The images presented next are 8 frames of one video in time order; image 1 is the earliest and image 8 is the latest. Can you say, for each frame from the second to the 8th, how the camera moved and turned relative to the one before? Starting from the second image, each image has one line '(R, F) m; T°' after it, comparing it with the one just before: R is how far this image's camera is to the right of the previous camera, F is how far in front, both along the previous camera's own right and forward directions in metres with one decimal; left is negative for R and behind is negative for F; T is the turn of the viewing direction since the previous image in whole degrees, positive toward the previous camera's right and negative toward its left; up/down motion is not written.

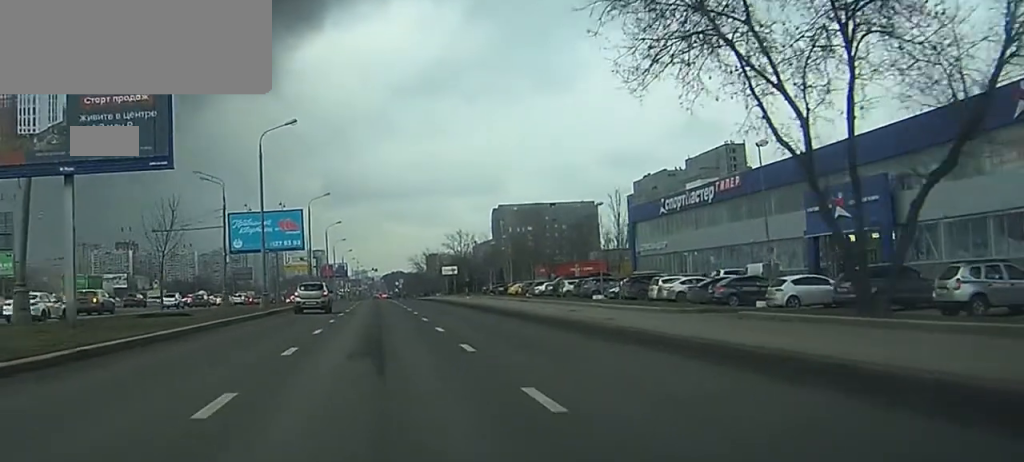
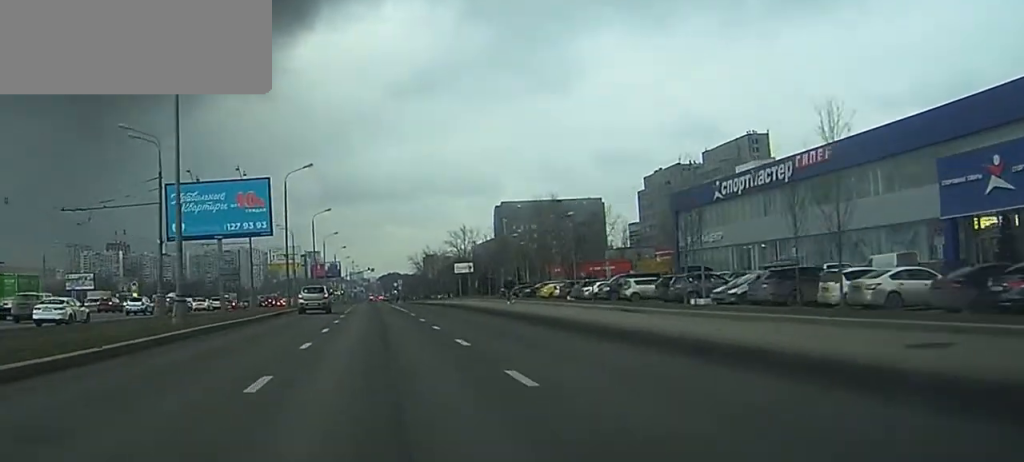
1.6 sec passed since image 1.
(-0.1, +22.9) m; -1°
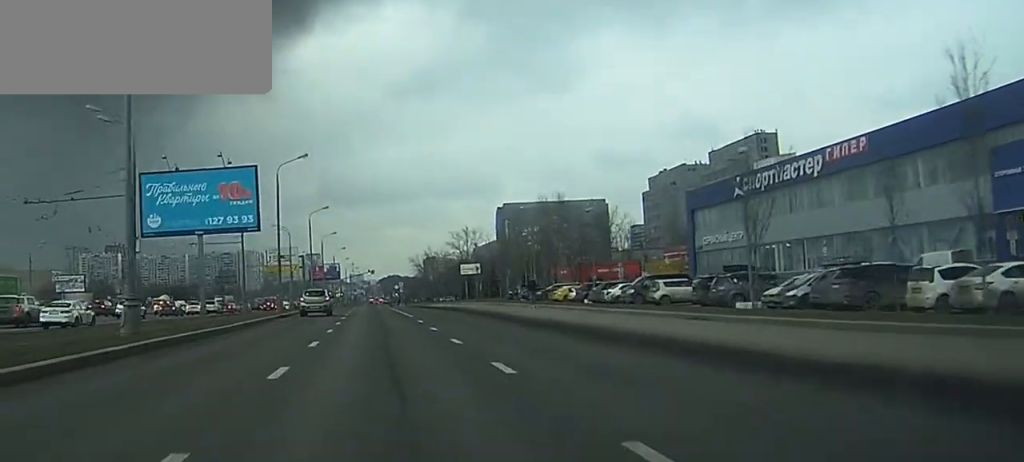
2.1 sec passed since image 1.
(0.0, +6.0) m; 0°
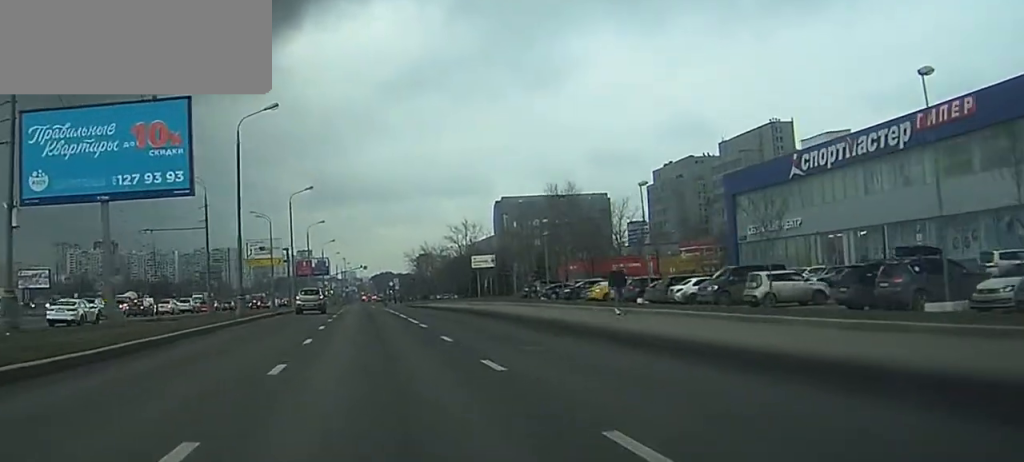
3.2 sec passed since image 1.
(0.0, +15.4) m; 0°
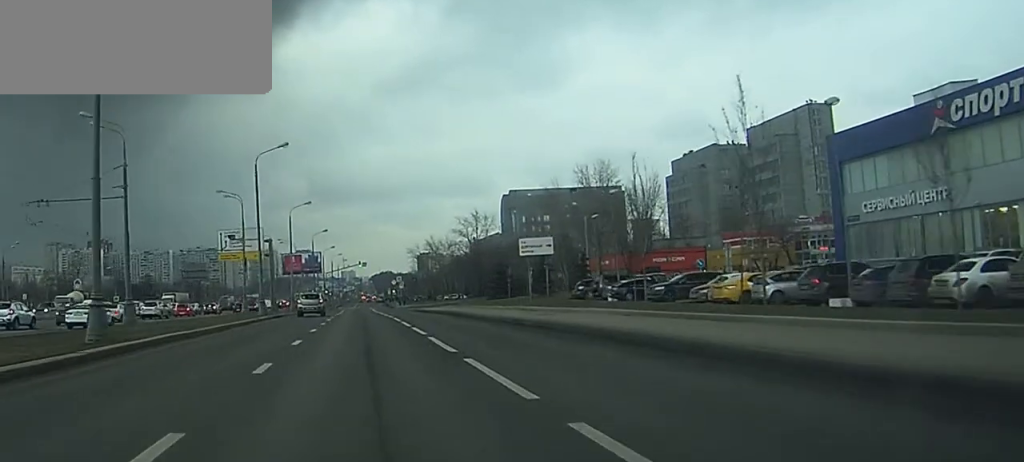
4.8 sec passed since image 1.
(+0.3, +23.1) m; +1°
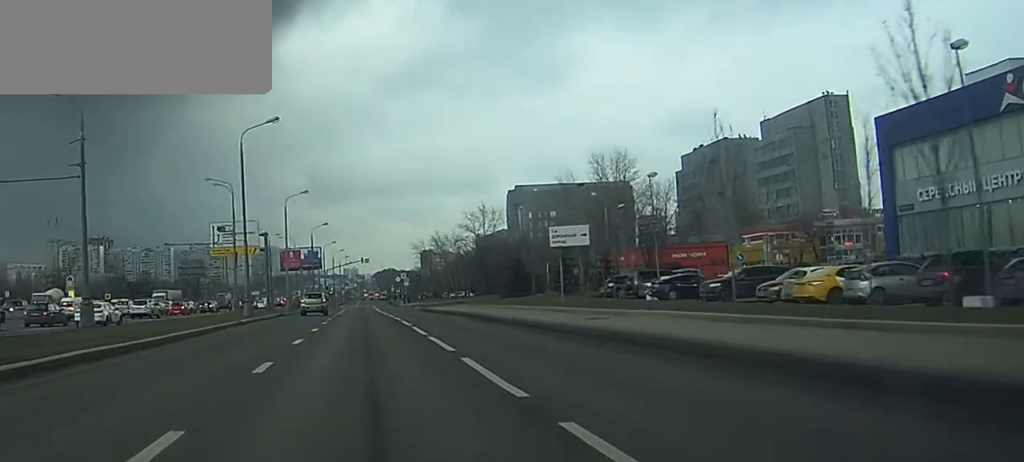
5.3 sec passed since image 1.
(0.0, +8.0) m; 0°
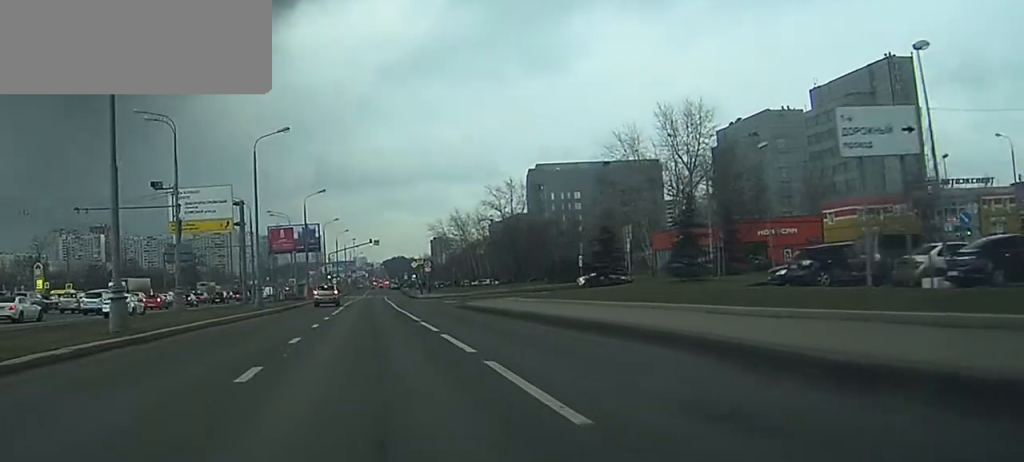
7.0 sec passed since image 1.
(-0.2, +26.5) m; -1°
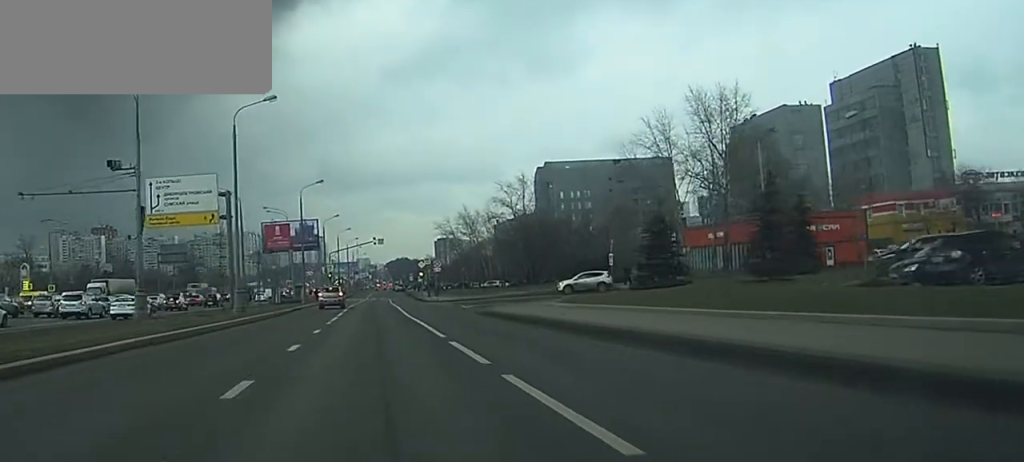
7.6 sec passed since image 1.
(0.0, +9.4) m; 0°
